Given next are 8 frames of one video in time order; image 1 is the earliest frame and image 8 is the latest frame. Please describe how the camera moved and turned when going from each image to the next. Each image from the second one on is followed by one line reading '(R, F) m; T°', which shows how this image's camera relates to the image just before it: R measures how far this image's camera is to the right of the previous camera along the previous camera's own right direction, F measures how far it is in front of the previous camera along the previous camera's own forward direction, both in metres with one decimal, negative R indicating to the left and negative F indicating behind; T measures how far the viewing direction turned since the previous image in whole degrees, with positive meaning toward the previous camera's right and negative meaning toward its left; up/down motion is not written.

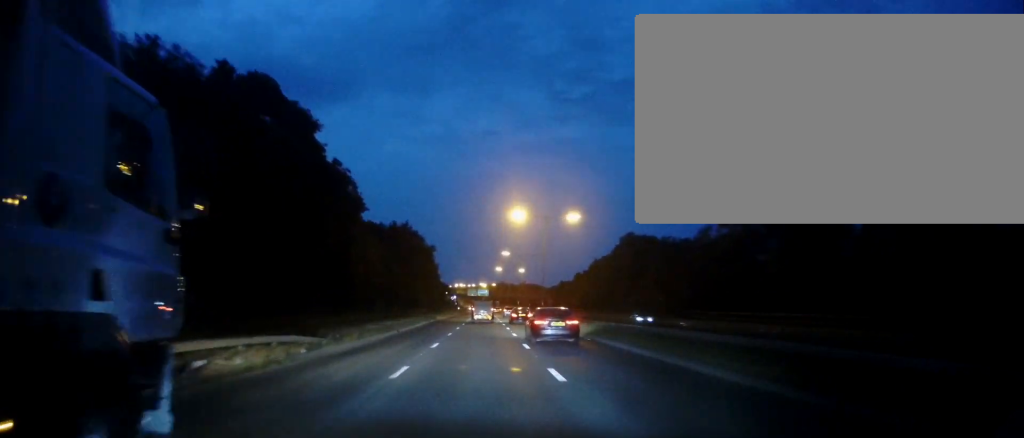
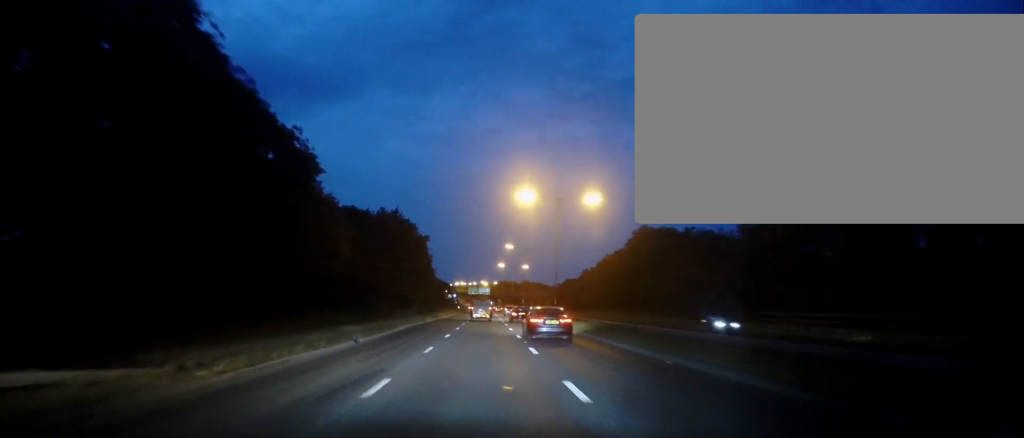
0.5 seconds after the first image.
(0.0, +11.8) m; 0°
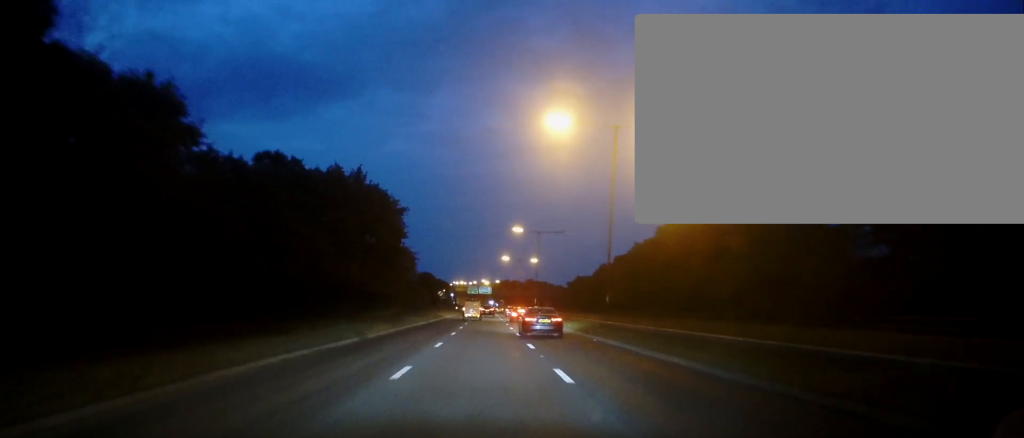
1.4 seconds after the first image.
(-0.1, +23.9) m; 0°
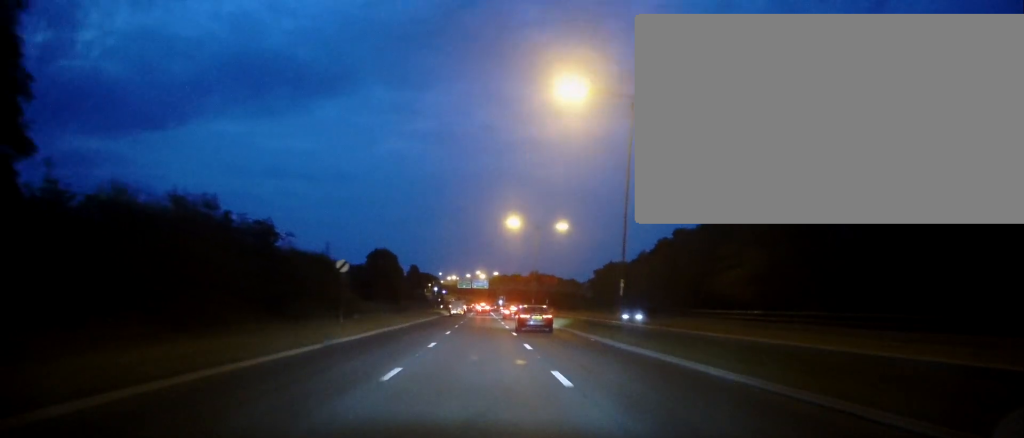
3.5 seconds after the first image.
(+0.5, +54.4) m; +1°
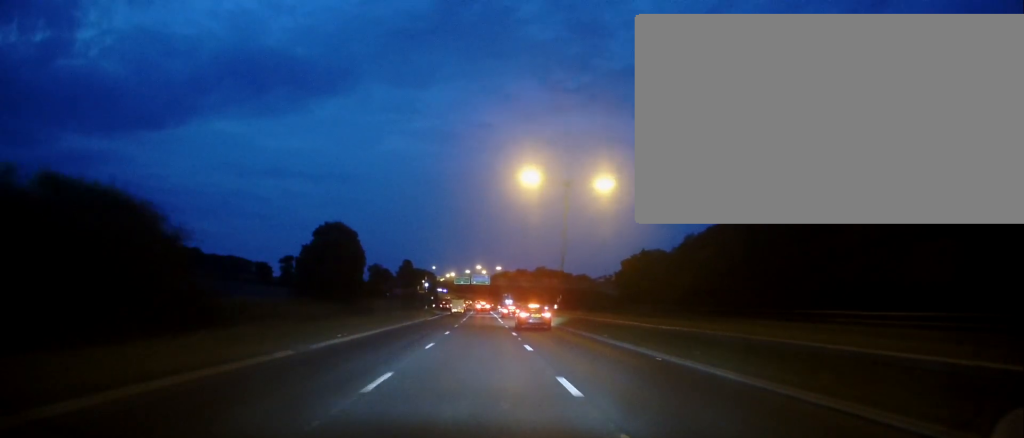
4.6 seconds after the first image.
(0.0, +27.7) m; 0°
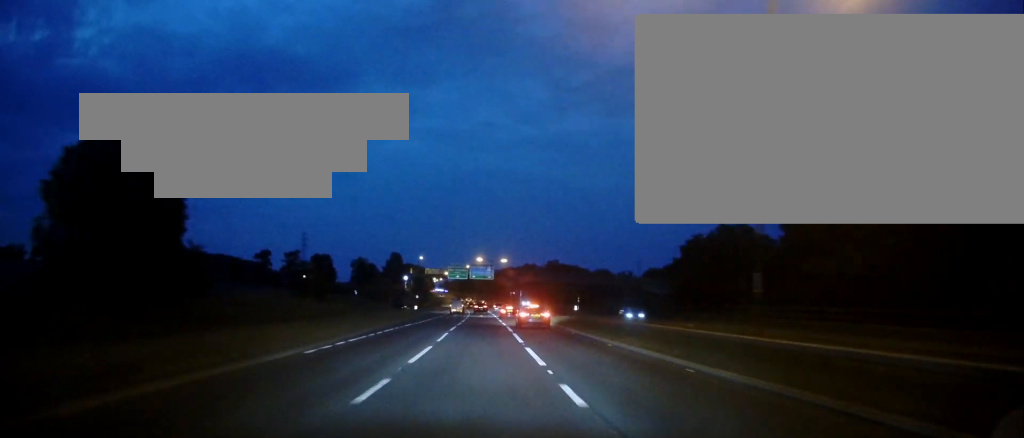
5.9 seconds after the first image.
(+0.1, +37.1) m; 0°
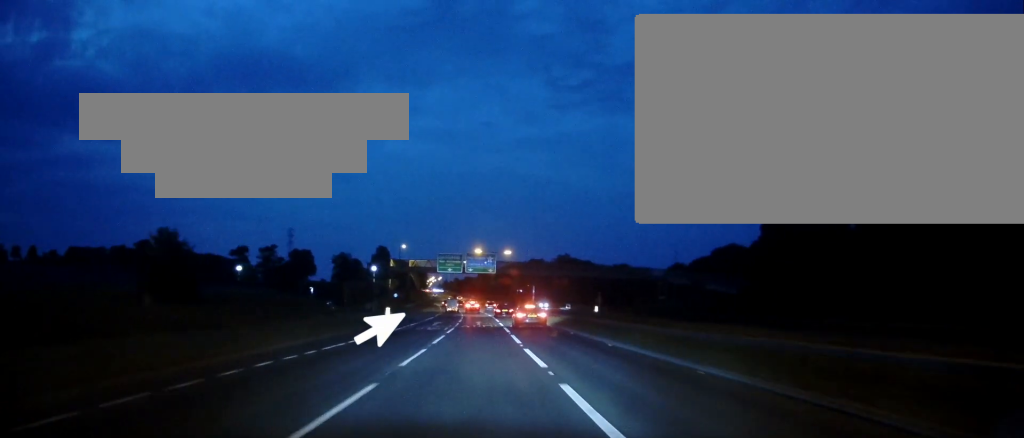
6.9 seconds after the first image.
(-0.2, +26.7) m; 0°
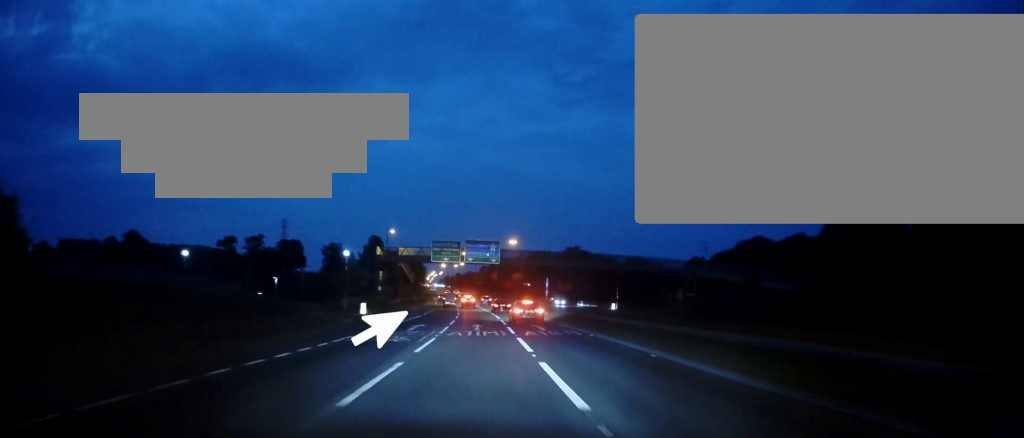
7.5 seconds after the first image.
(0.0, +14.8) m; 0°
